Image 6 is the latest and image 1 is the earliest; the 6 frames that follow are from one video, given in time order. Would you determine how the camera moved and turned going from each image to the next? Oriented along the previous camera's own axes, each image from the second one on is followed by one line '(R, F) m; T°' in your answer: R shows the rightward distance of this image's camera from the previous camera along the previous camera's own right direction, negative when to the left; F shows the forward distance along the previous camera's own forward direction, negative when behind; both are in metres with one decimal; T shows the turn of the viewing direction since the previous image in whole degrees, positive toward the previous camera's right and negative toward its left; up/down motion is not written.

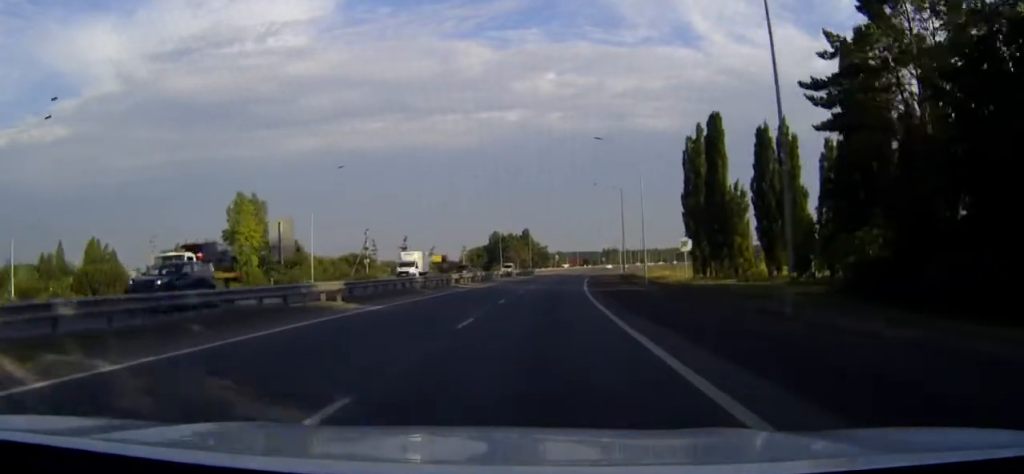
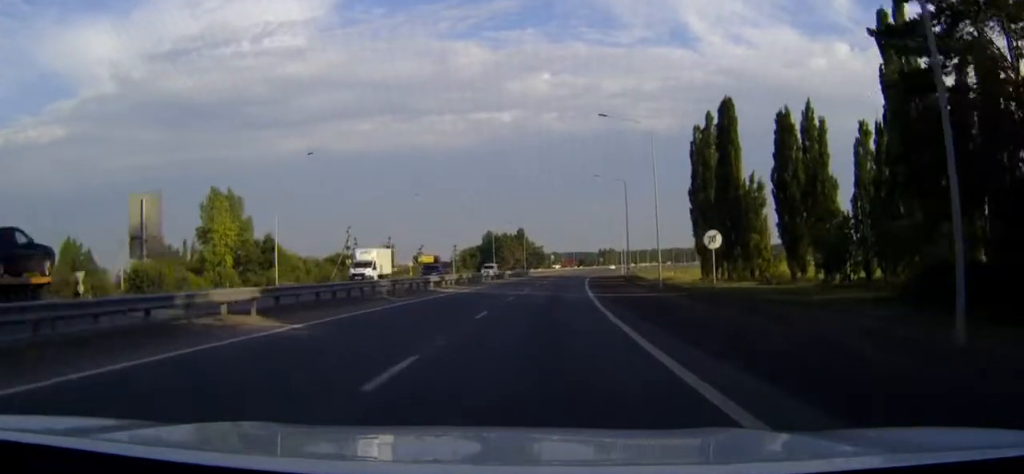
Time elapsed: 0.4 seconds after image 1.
(0.0, +8.4) m; 0°
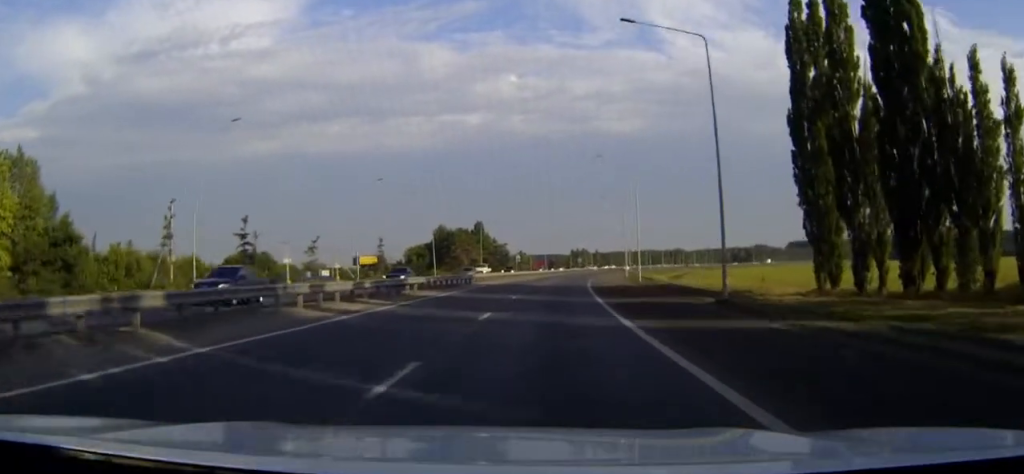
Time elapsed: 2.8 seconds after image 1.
(+1.2, +48.0) m; +3°
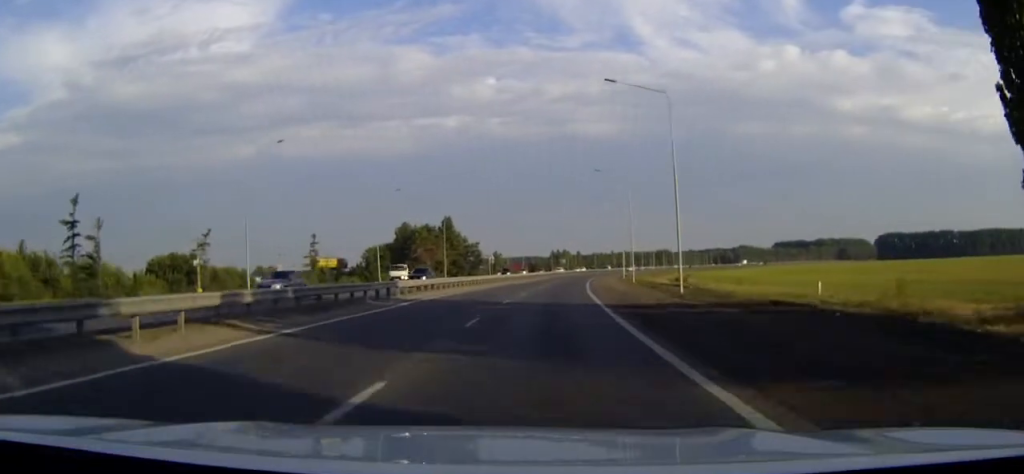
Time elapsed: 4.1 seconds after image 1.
(+0.4, +25.8) m; +2°
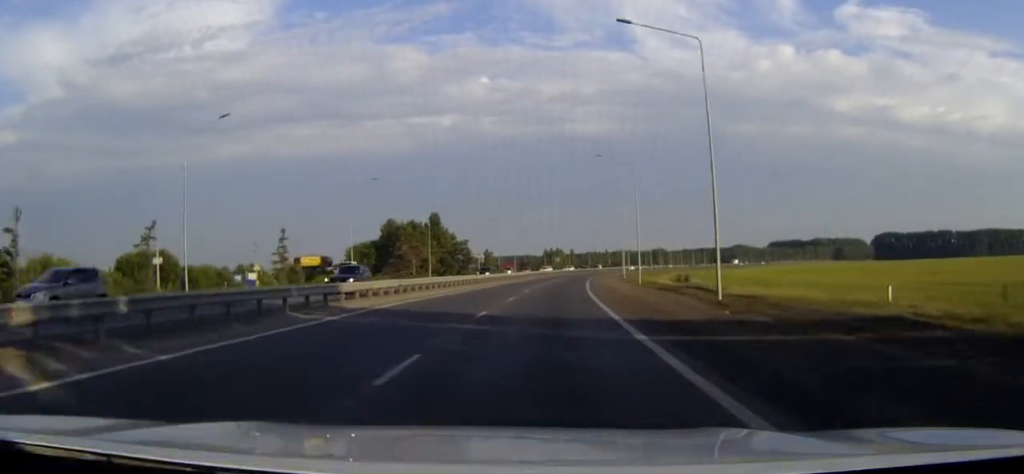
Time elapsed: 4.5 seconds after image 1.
(-0.1, +9.2) m; +1°
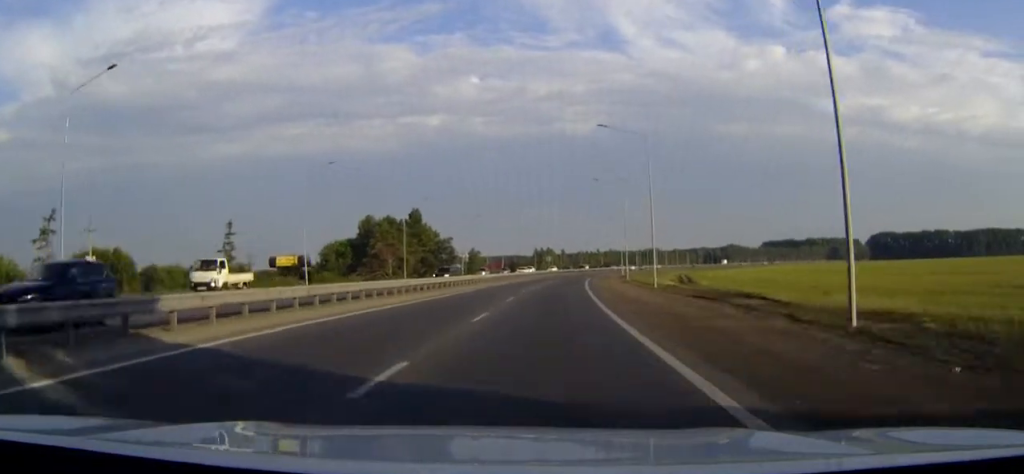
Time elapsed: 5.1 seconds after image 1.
(+0.3, +12.9) m; +1°
